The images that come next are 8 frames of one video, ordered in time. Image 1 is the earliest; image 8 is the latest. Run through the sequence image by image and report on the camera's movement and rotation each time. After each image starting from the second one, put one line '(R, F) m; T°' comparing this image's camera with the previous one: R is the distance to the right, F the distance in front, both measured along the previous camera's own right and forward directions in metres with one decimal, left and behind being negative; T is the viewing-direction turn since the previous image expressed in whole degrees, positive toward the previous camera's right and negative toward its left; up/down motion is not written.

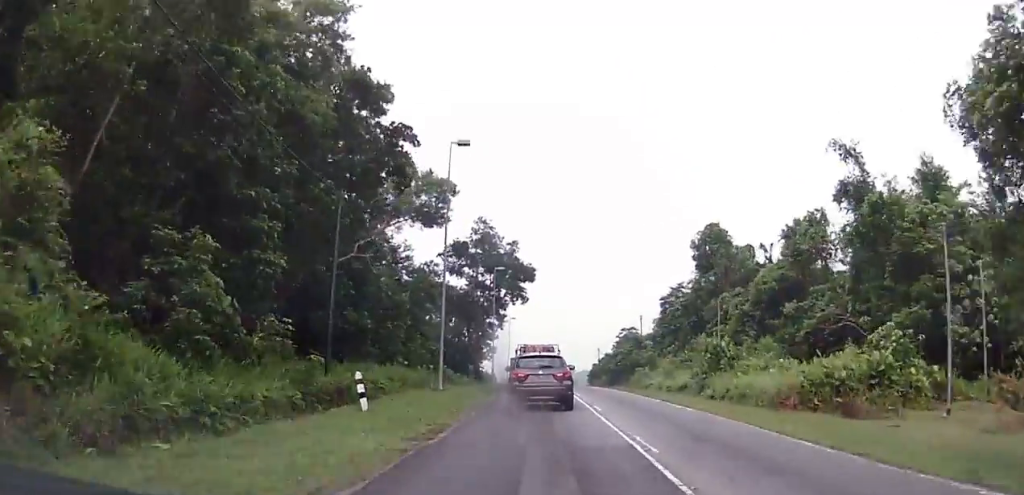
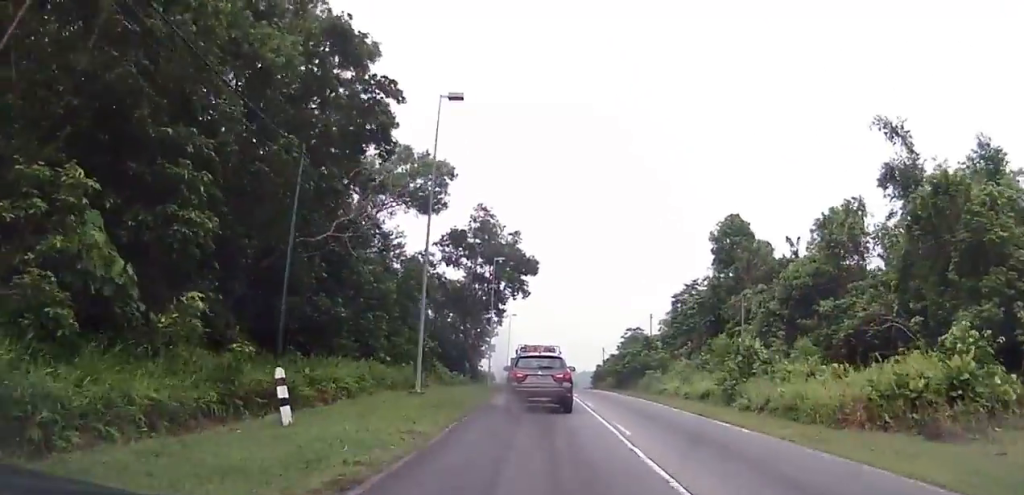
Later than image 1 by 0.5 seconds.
(+0.1, +5.9) m; +1°
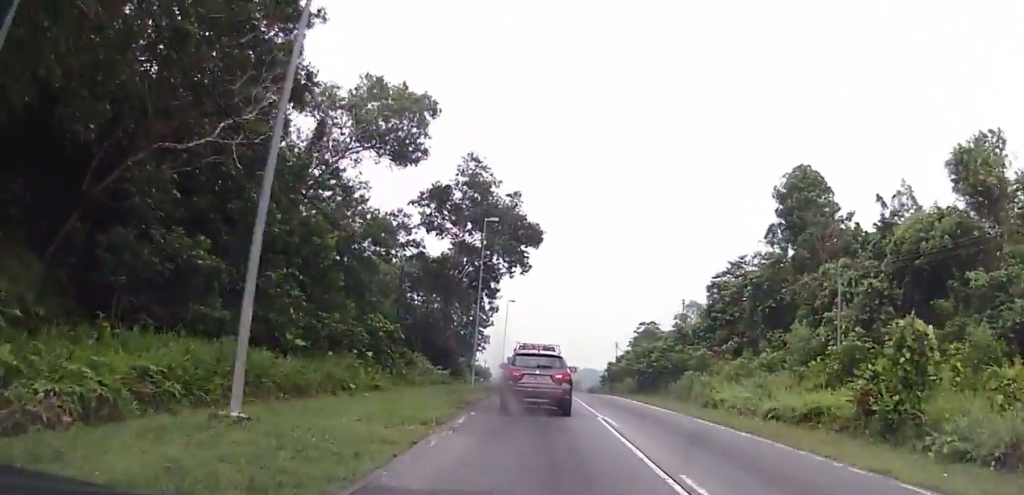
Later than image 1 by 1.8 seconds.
(+0.6, +16.0) m; +1°
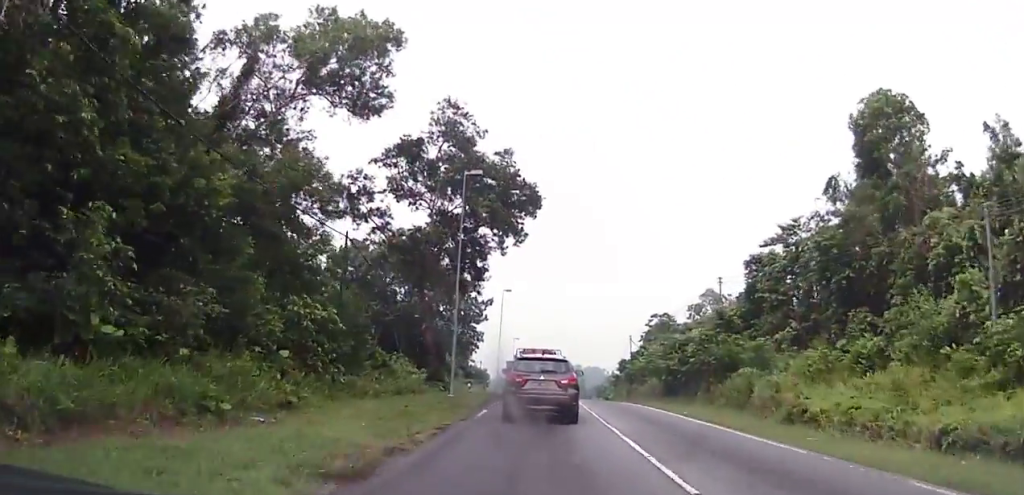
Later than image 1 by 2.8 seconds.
(-0.4, +12.5) m; -2°
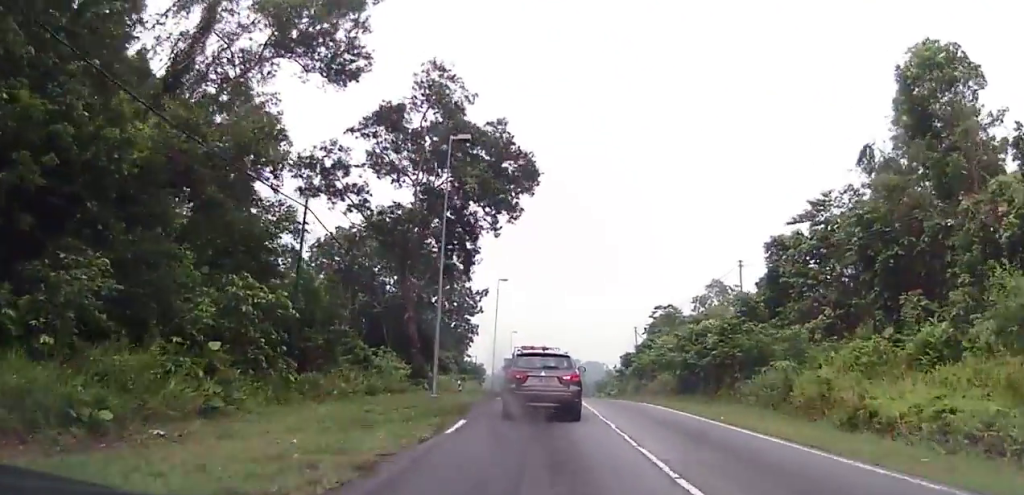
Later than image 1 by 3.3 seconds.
(-0.1, +5.4) m; 0°
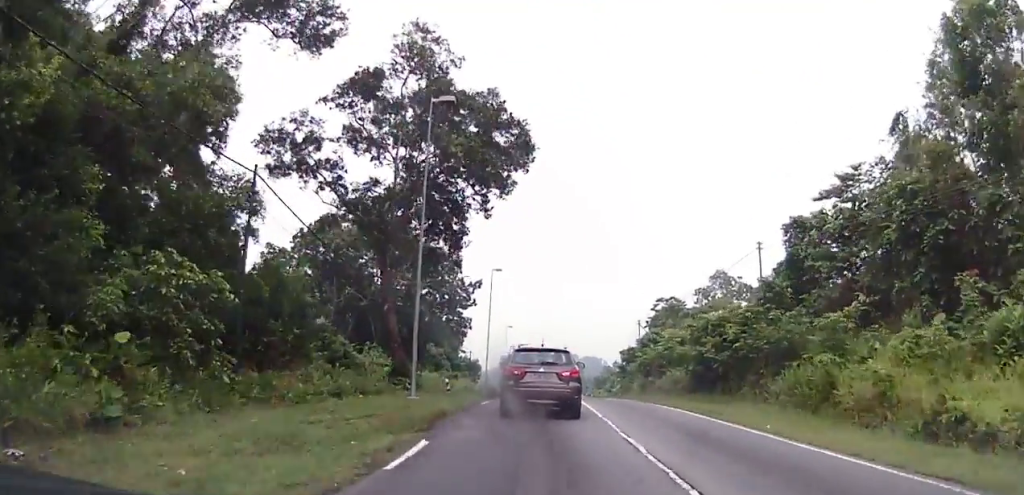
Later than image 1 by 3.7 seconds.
(+0.1, +4.5) m; 0°
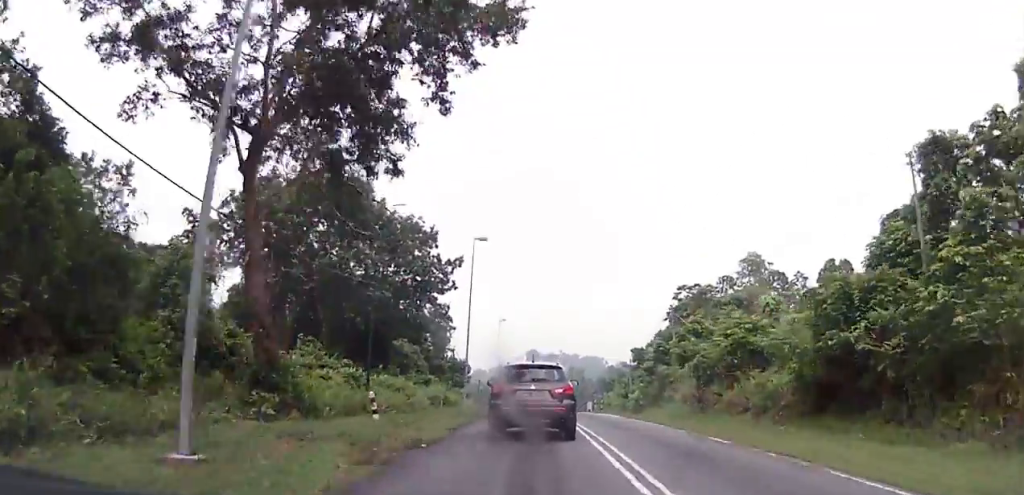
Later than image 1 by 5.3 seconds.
(+0.2, +17.1) m; +1°
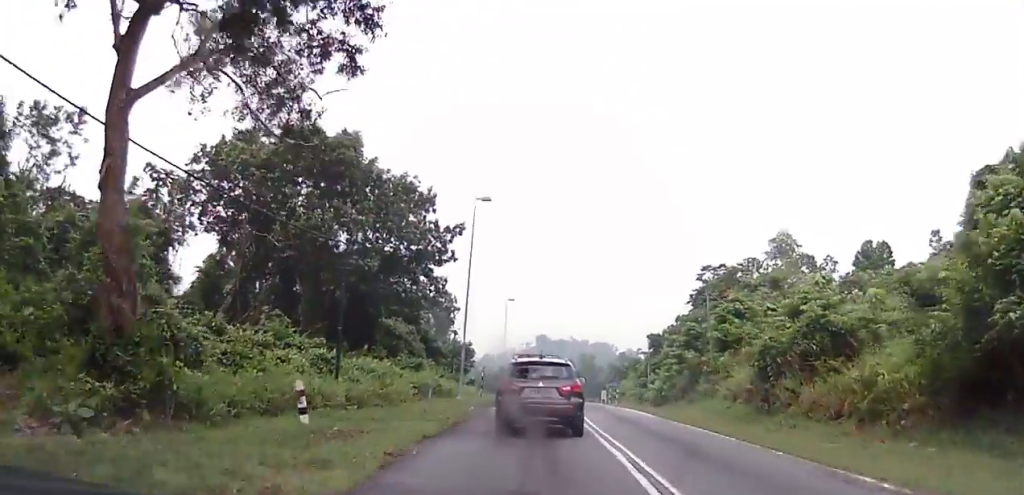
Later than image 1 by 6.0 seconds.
(0.0, +7.5) m; 0°
